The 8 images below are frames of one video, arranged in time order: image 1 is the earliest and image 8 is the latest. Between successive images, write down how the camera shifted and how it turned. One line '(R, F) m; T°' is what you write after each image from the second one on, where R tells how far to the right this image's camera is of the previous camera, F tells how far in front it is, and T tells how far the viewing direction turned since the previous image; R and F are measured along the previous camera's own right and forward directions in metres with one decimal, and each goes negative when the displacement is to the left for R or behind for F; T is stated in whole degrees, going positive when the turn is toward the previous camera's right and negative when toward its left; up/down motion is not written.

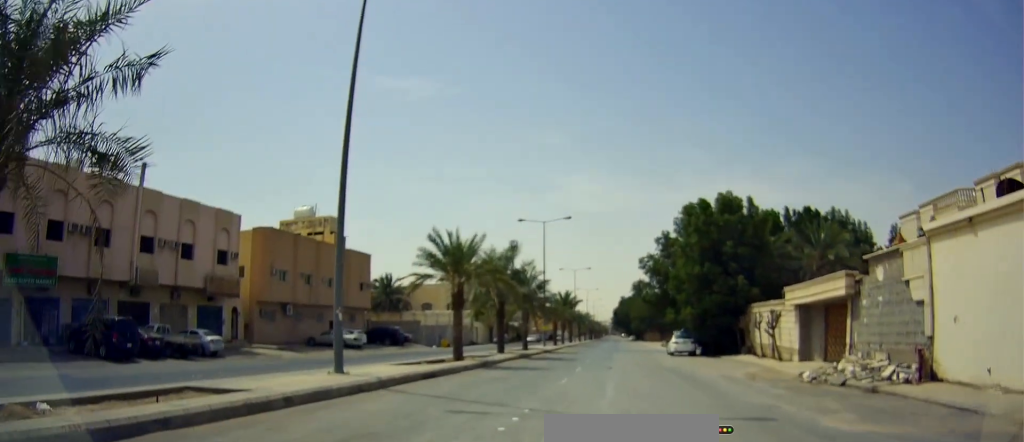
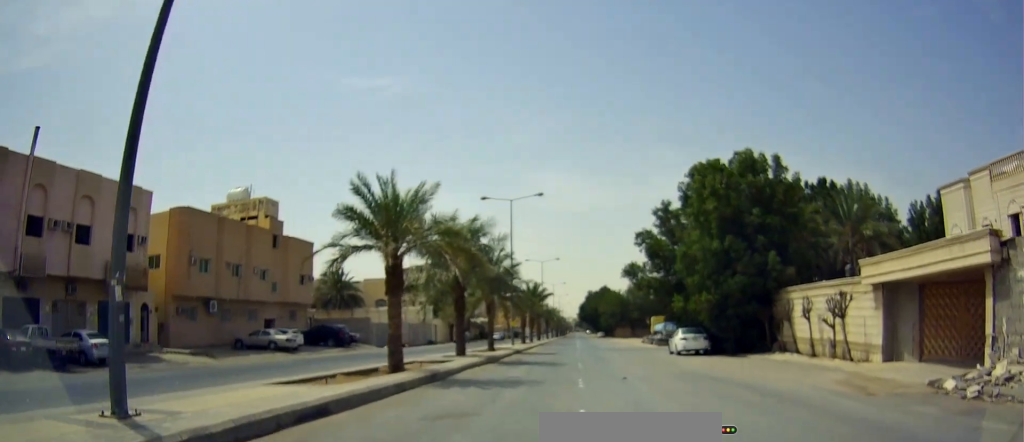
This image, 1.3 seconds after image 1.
(-0.9, +9.5) m; -5°
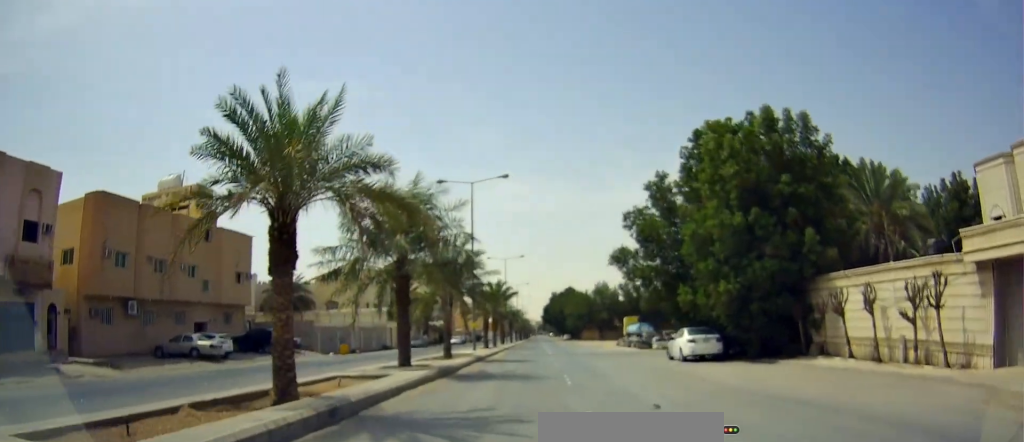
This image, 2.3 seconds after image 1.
(+0.2, +6.8) m; +5°
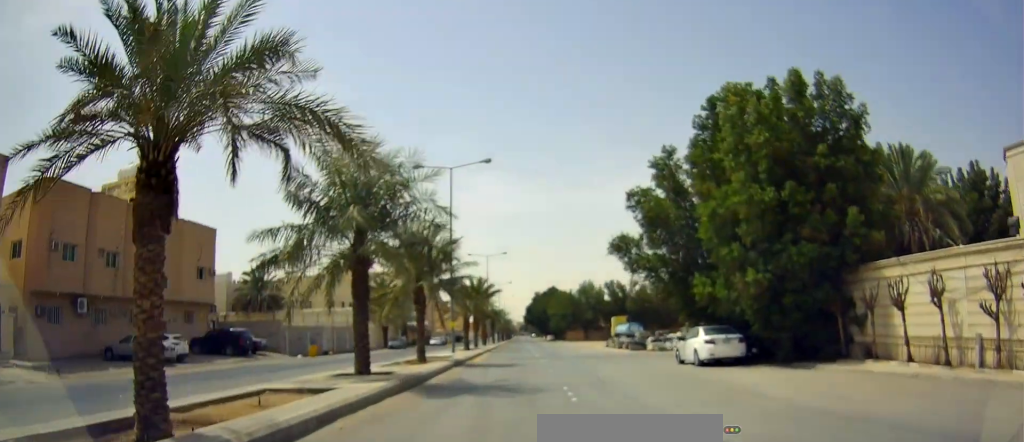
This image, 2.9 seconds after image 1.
(+0.1, +3.9) m; +4°
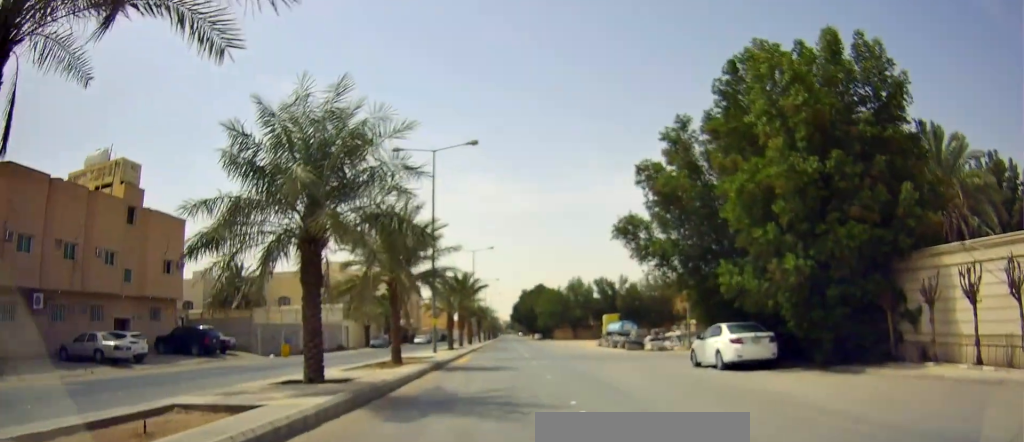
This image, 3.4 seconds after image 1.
(+0.1, +3.3) m; +3°
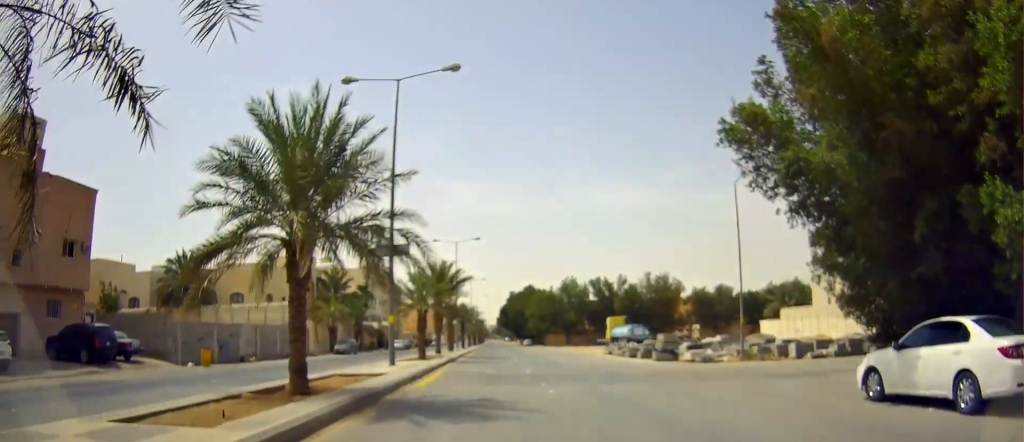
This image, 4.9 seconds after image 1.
(+0.5, +10.6) m; +2°
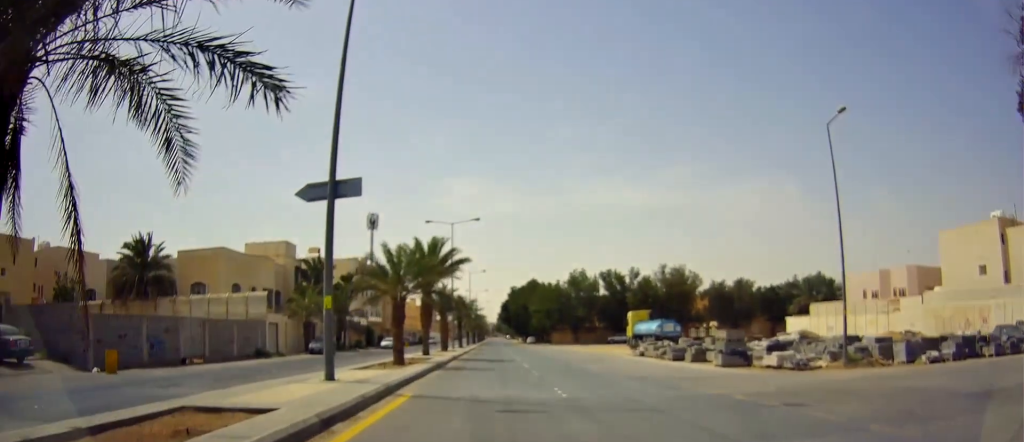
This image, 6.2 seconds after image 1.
(-0.5, +9.1) m; -3°
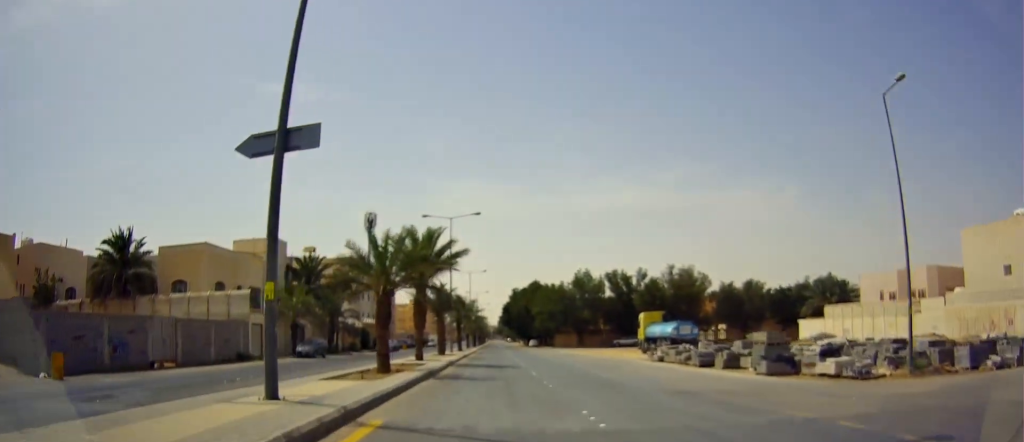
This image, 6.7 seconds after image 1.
(-0.3, +3.8) m; +1°
